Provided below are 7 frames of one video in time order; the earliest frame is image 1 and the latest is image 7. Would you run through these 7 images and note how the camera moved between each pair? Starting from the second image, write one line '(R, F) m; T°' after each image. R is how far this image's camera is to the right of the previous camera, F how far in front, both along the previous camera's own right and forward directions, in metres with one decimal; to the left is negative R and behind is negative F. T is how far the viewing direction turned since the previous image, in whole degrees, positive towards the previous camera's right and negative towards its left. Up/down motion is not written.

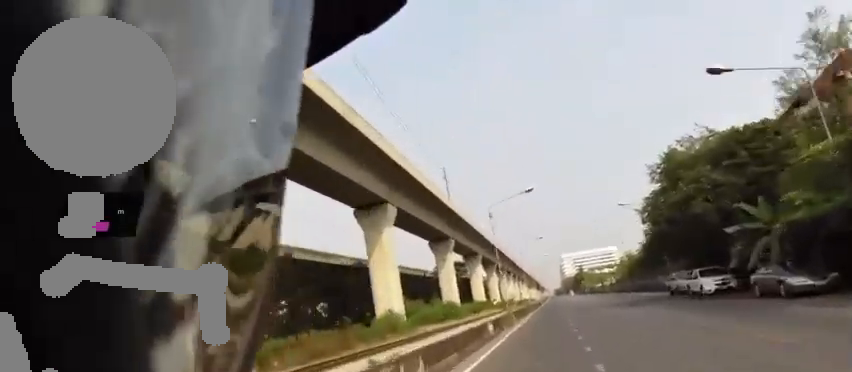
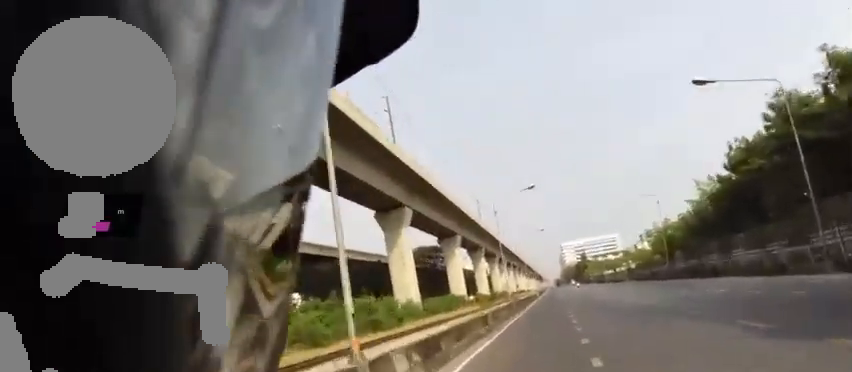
(0.0, +28.7) m; 0°
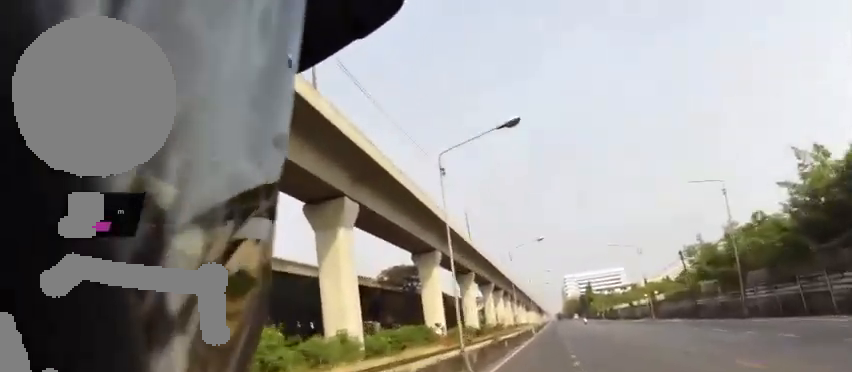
(0.0, +19.8) m; 0°
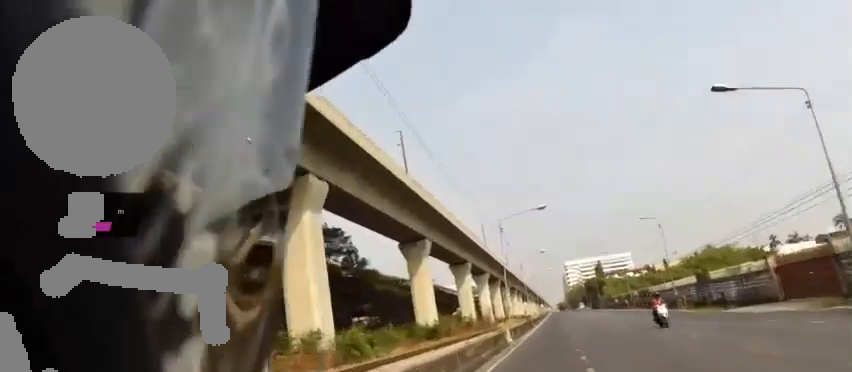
(-0.1, +43.9) m; -1°
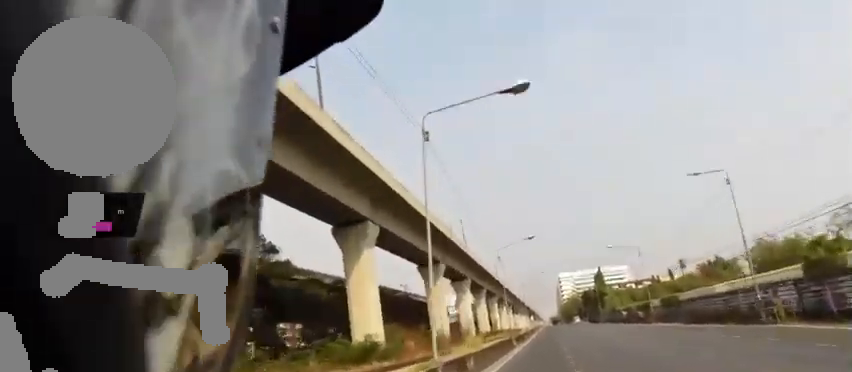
(-0.4, +22.1) m; -1°
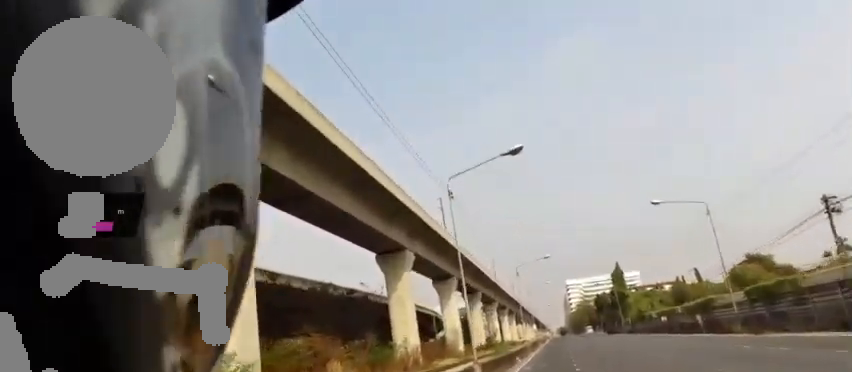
(-0.1, +24.8) m; +2°
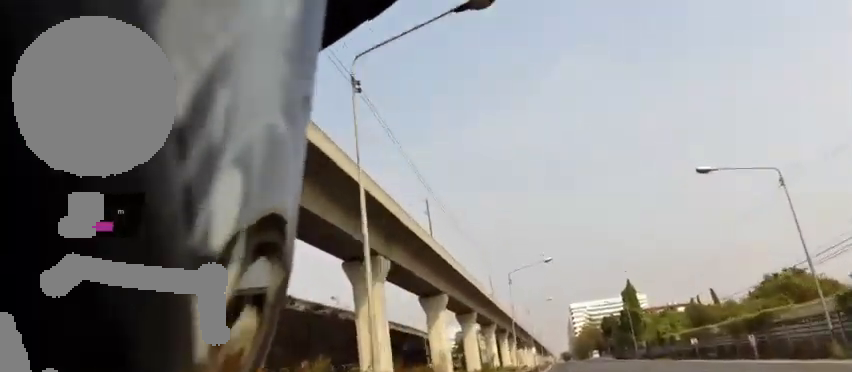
(+0.3, +11.7) m; +2°
